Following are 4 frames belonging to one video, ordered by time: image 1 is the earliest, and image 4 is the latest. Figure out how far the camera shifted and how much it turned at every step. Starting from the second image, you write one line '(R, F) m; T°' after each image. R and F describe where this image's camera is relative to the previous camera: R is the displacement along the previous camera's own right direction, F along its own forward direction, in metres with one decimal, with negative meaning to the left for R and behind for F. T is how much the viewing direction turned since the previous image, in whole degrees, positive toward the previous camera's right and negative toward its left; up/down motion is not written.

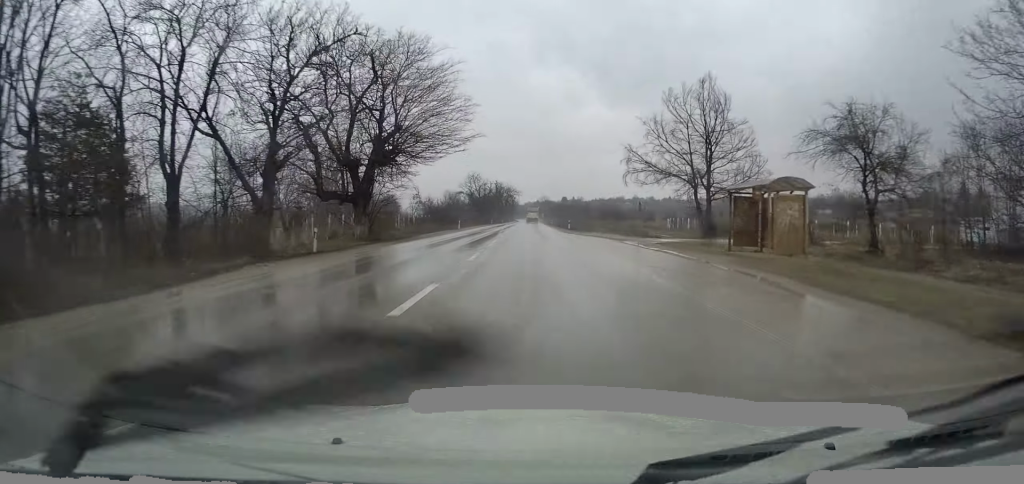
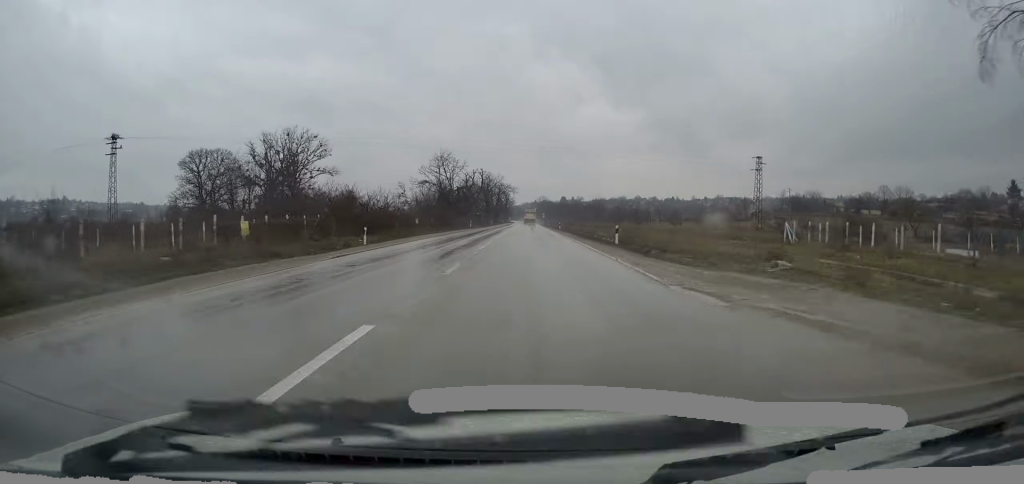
(+0.4, +38.4) m; +2°
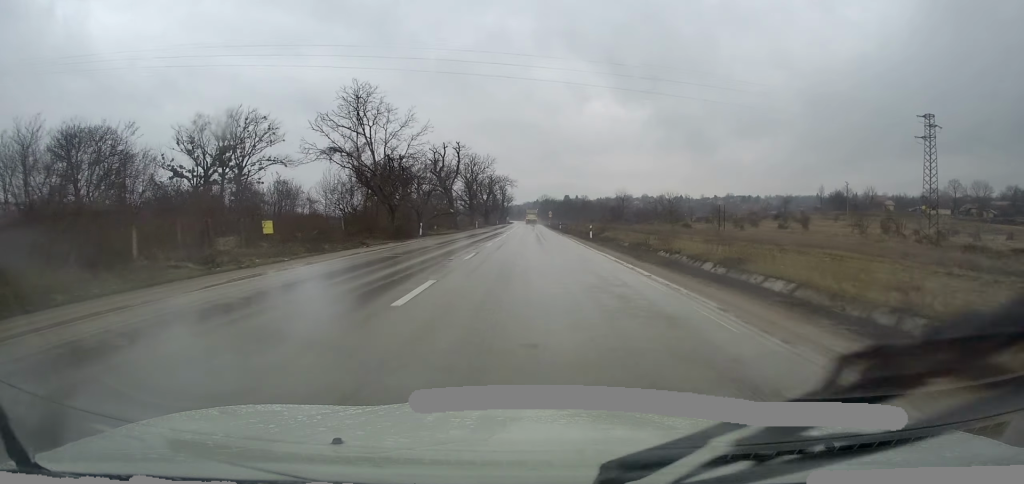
(-0.3, +38.4) m; -1°
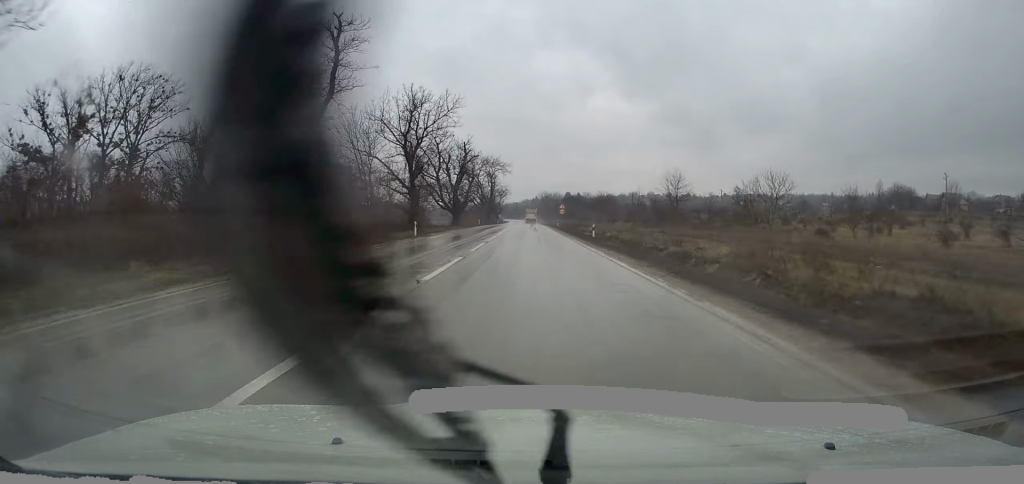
(+0.1, +45.8) m; 0°
